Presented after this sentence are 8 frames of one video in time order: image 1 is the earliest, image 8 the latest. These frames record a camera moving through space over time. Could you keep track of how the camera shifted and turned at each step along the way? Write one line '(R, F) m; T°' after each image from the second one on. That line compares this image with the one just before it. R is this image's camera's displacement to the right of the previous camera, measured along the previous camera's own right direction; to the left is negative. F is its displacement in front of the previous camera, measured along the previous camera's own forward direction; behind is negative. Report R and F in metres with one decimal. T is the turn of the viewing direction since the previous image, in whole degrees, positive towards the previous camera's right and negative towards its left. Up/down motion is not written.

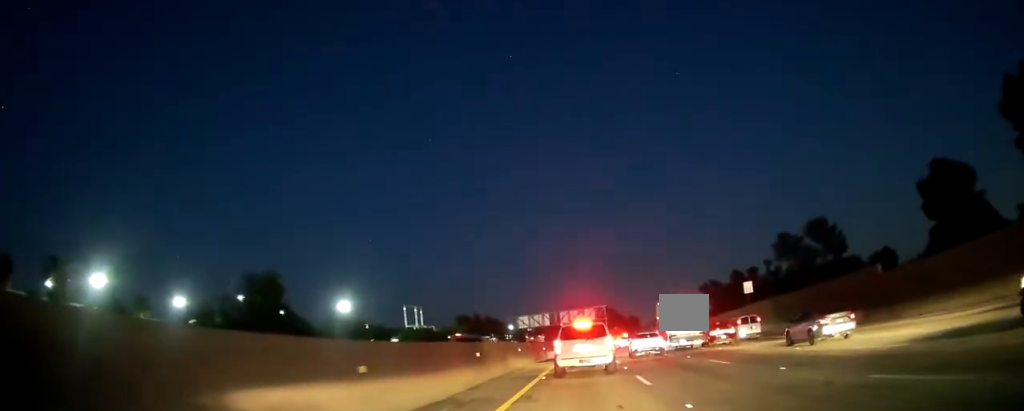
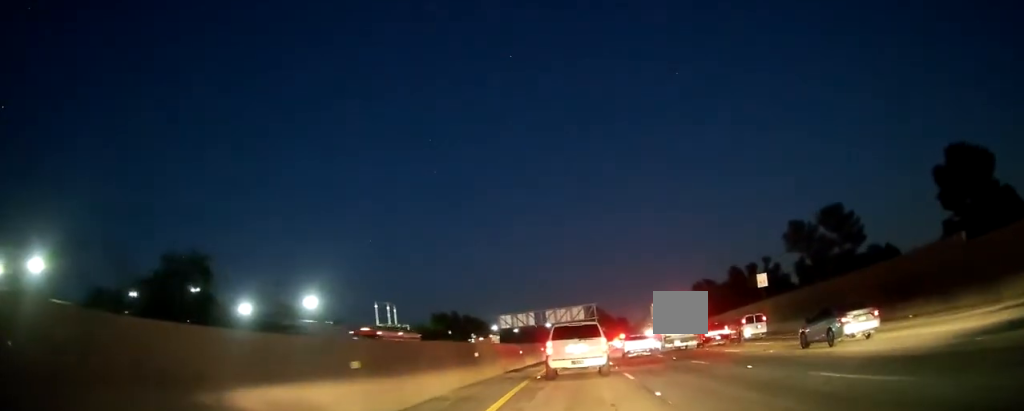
(+0.1, +12.8) m; +1°
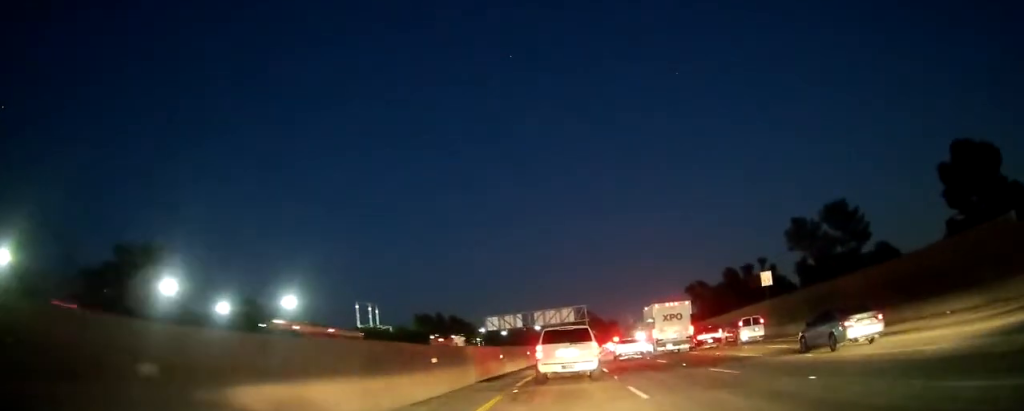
(+0.1, +5.6) m; 0°
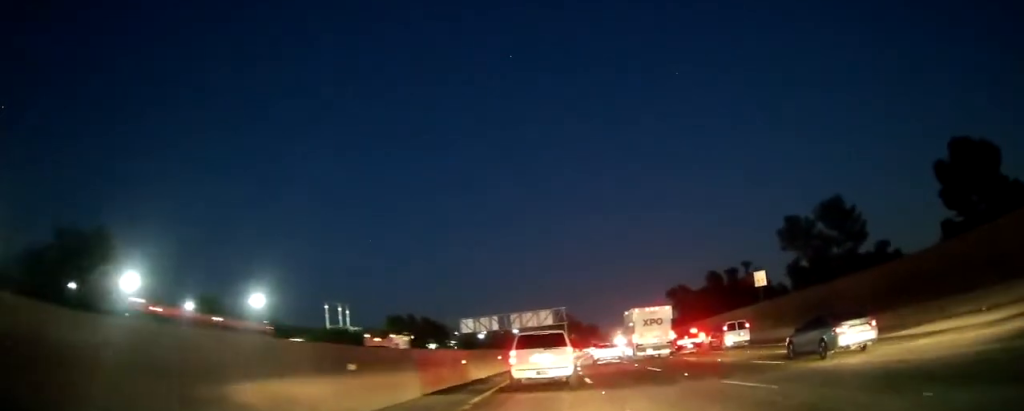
(0.0, +5.2) m; 0°
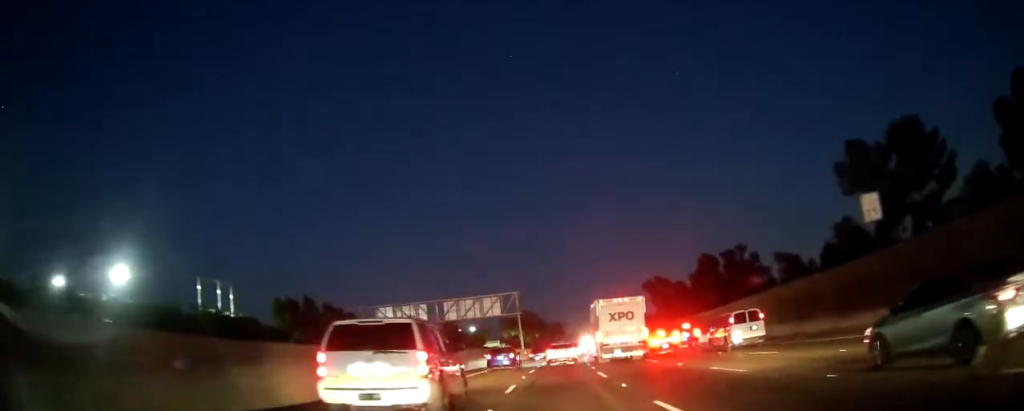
(+1.5, +29.1) m; +5°
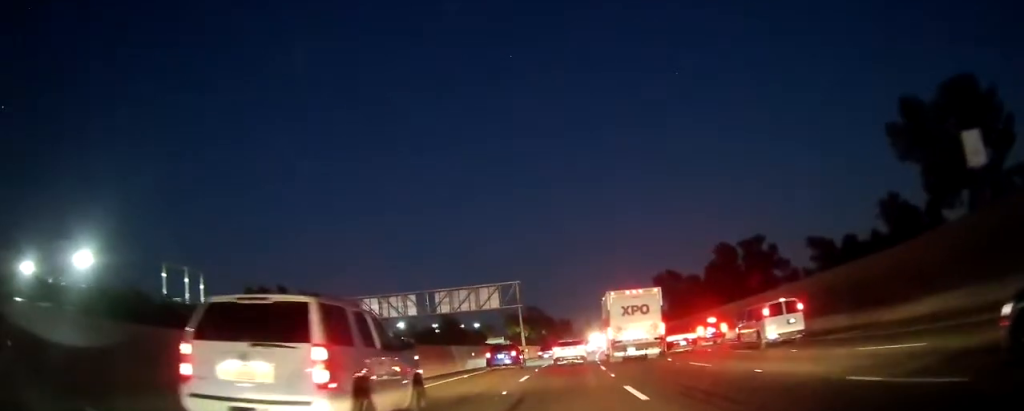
(0.0, +9.4) m; 0°
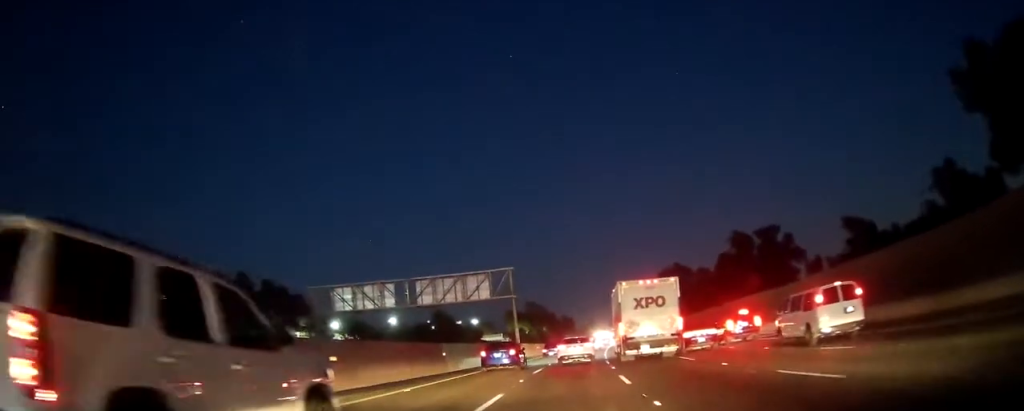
(-0.1, +9.9) m; -1°
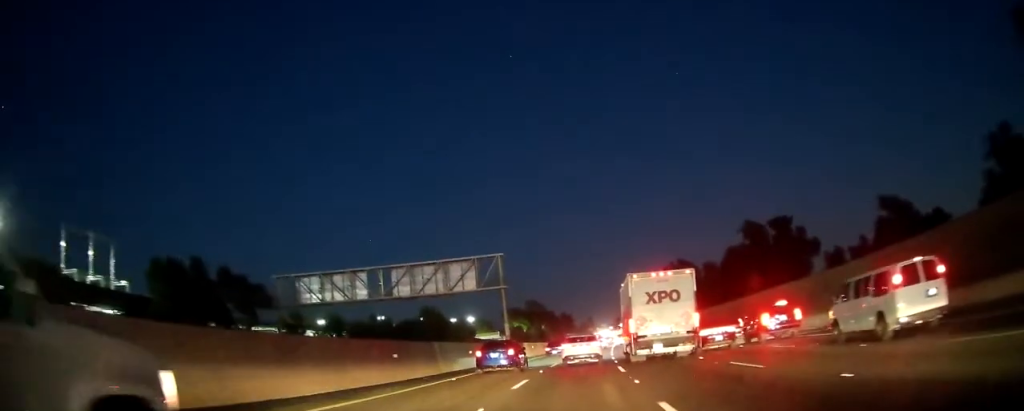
(0.0, +9.8) m; -1°
